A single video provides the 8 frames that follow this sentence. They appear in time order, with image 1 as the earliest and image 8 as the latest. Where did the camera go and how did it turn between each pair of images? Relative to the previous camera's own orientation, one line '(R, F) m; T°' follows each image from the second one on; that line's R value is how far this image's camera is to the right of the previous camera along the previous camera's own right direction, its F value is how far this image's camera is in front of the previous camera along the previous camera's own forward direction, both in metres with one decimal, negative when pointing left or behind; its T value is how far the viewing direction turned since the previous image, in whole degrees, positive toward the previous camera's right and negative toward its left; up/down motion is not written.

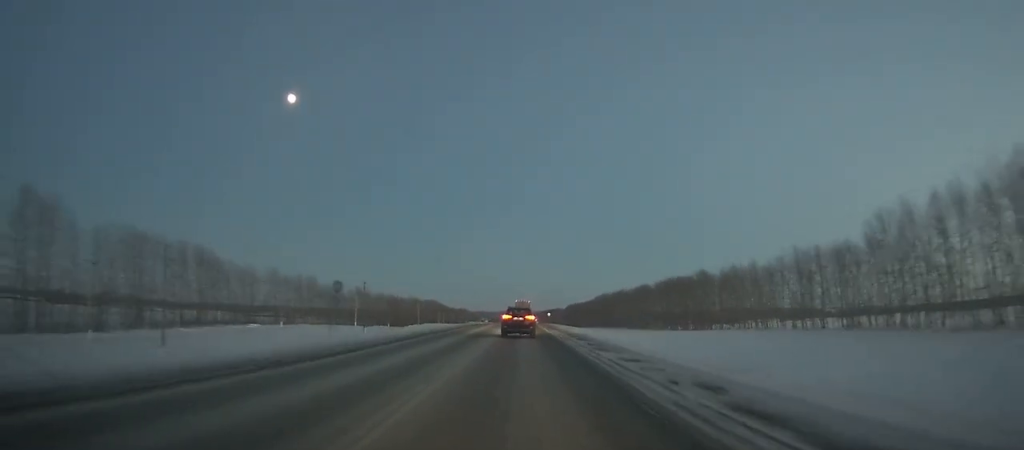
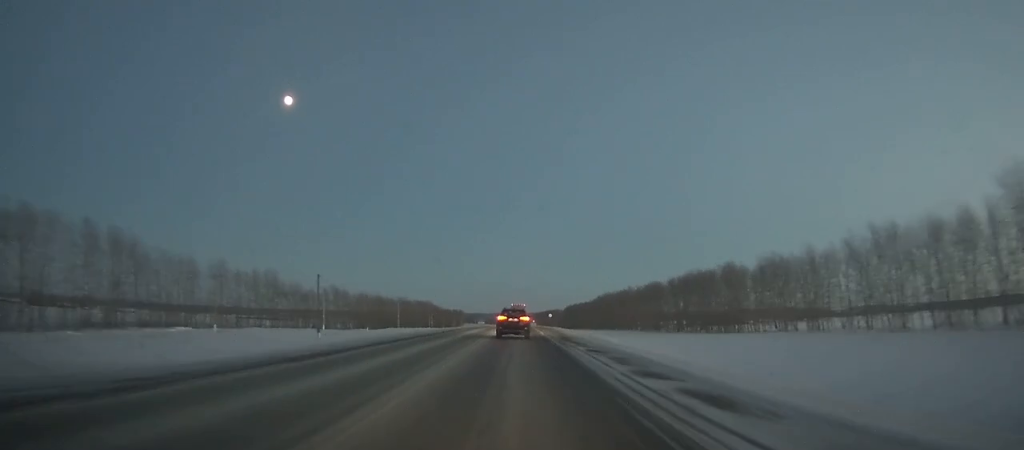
(-0.1, +23.3) m; 0°
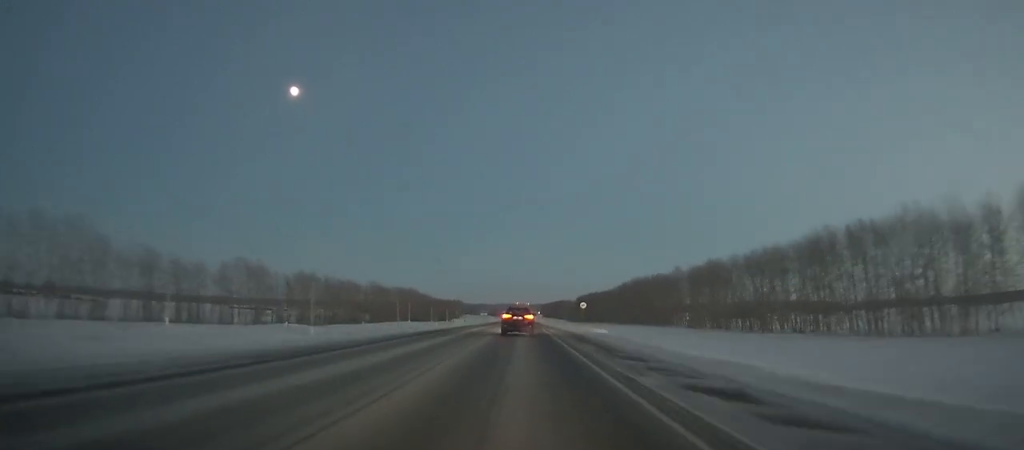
(+0.4, +62.4) m; +1°
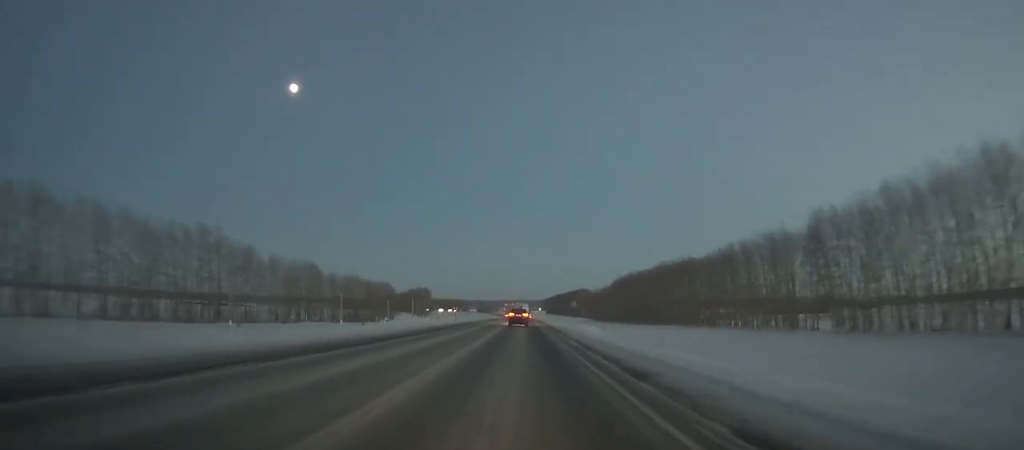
(+0.9, +199.8) m; 0°
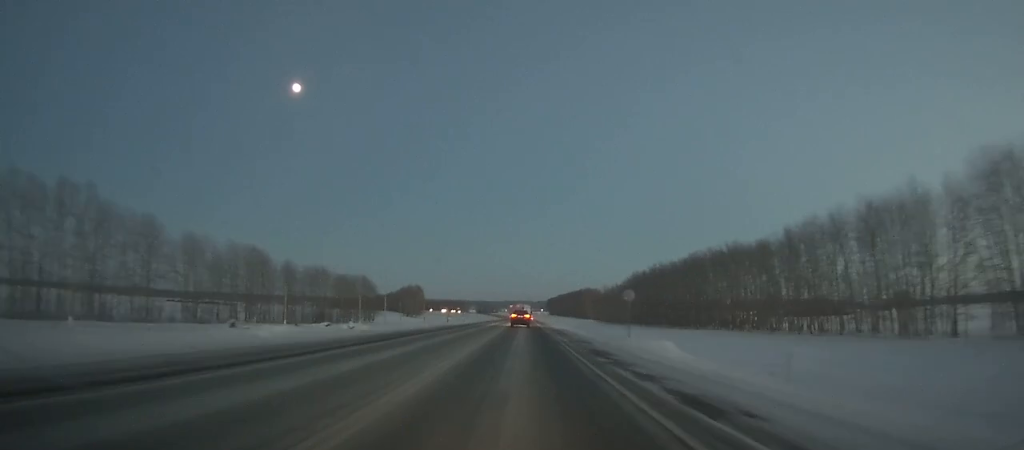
(0.0, +37.1) m; 0°
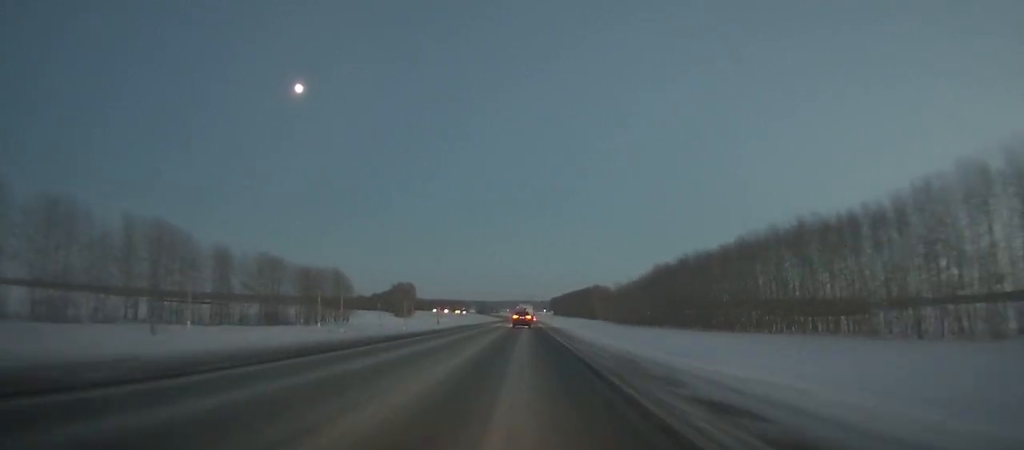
(0.0, +36.0) m; 0°
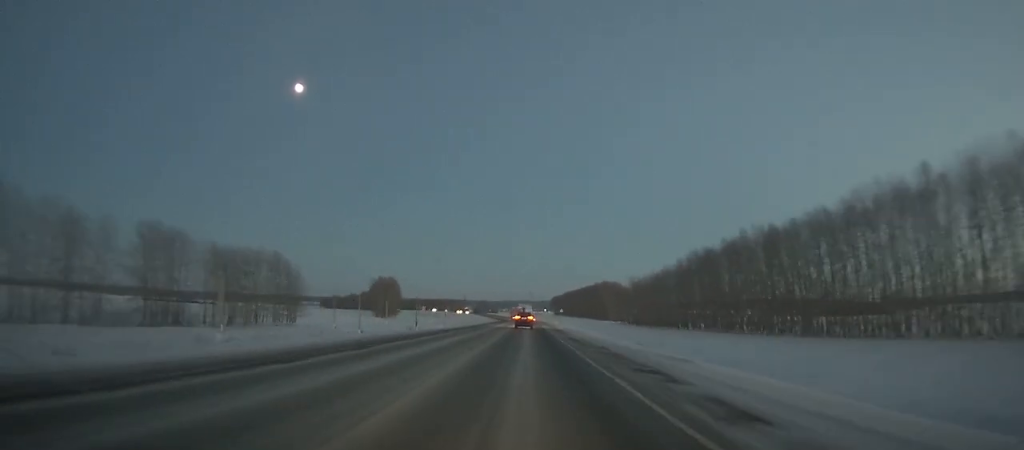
(0.0, +43.1) m; 0°
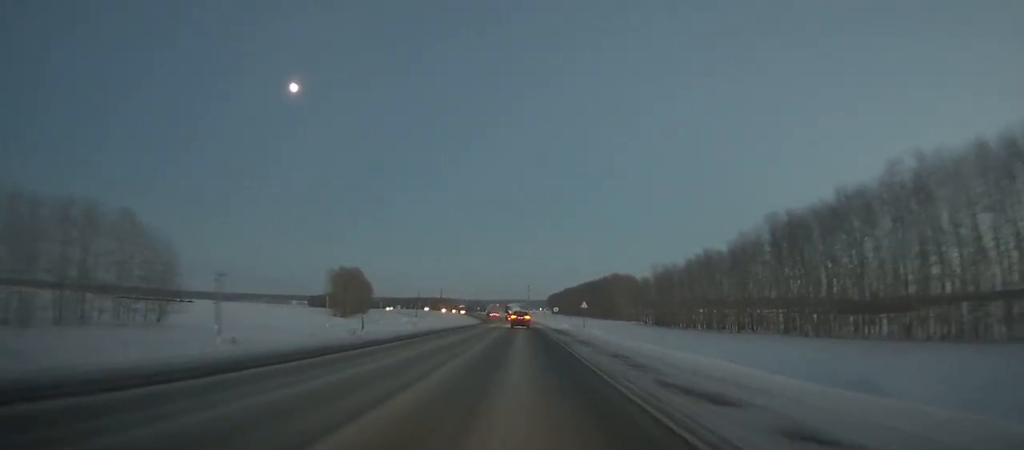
(0.0, +52.6) m; 0°
